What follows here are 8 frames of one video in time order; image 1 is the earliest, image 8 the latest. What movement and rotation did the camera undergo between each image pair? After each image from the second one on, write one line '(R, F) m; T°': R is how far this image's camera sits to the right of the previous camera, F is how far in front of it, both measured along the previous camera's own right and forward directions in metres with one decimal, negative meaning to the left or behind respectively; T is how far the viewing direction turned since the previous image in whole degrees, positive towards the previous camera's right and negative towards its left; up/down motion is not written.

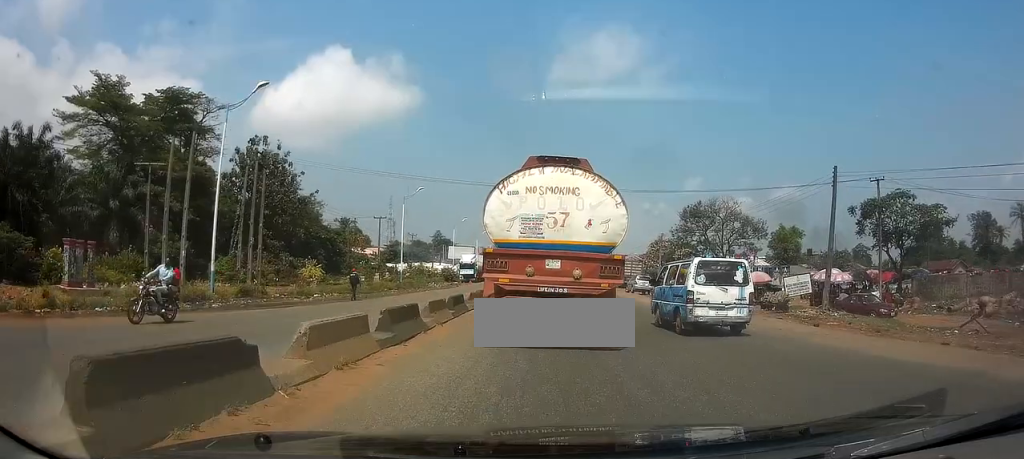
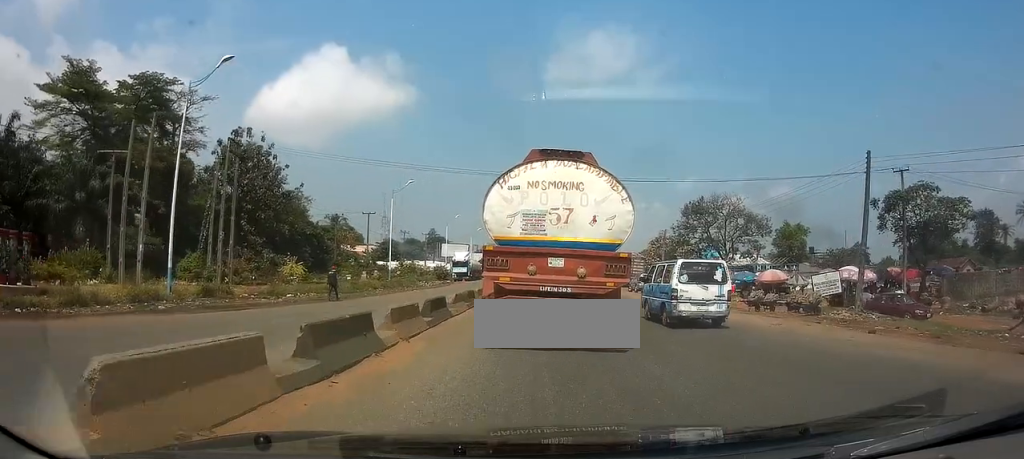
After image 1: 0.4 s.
(0.0, +3.8) m; 0°
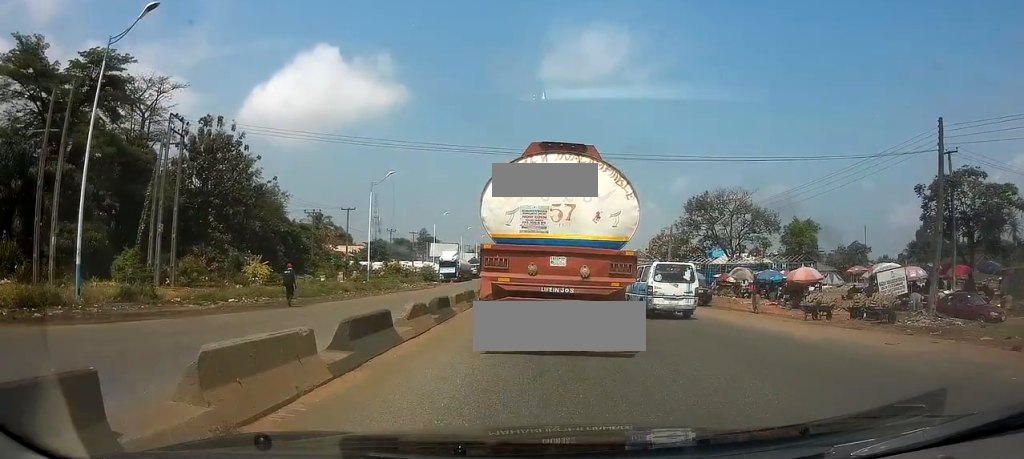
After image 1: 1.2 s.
(0.0, +6.0) m; +1°
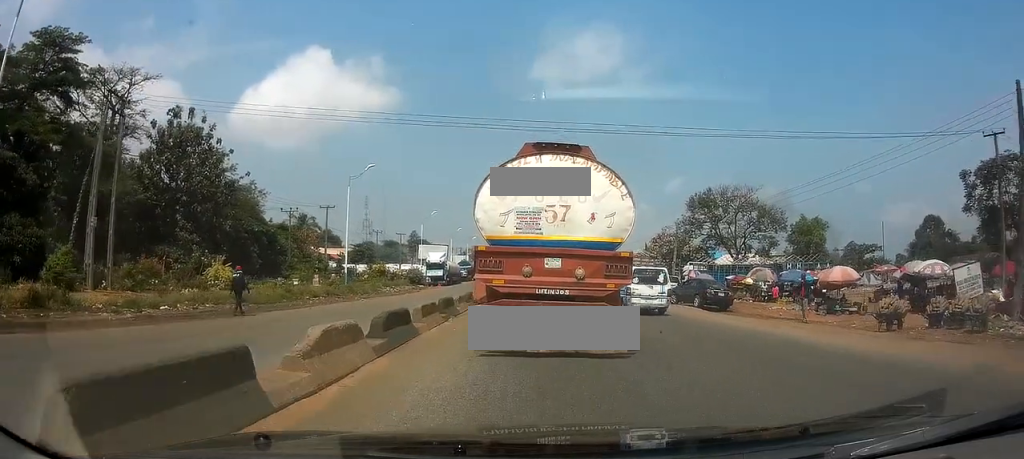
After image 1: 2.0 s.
(+0.1, +5.1) m; +1°
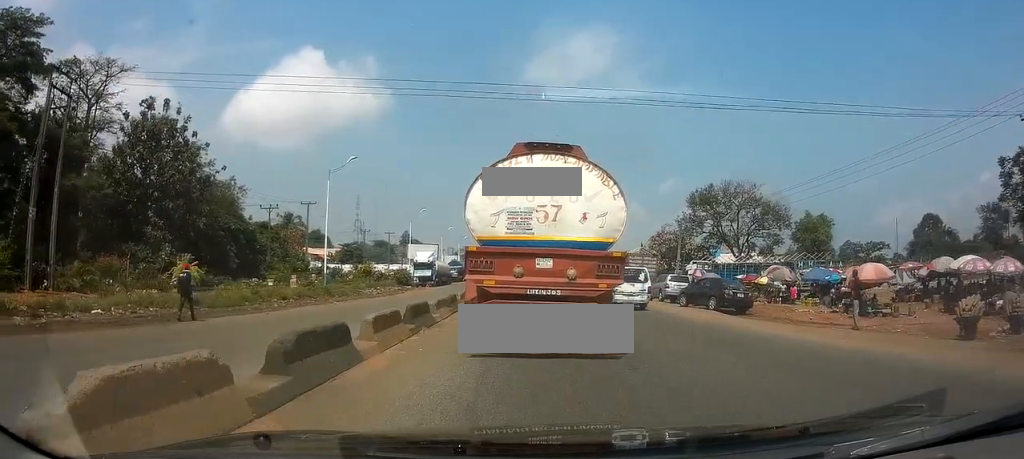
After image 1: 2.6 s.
(+0.1, +3.8) m; 0°
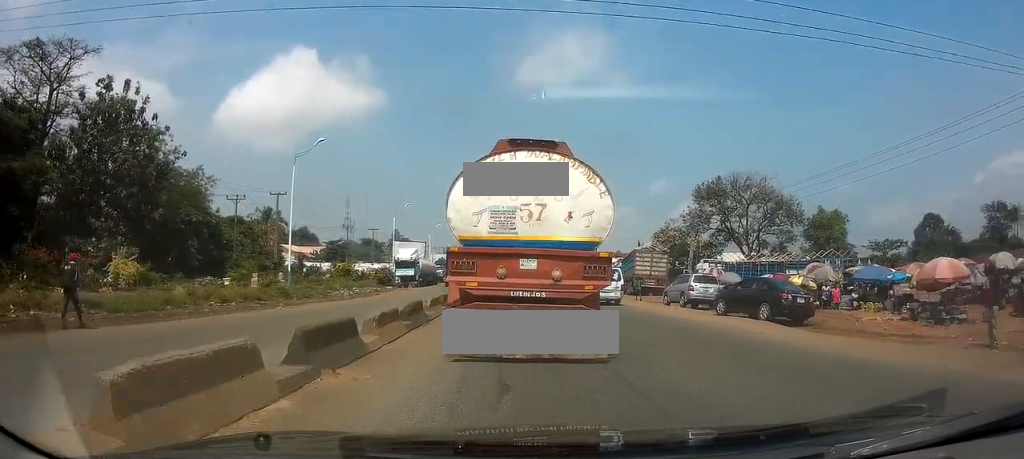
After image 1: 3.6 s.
(-0.1, +5.9) m; 0°
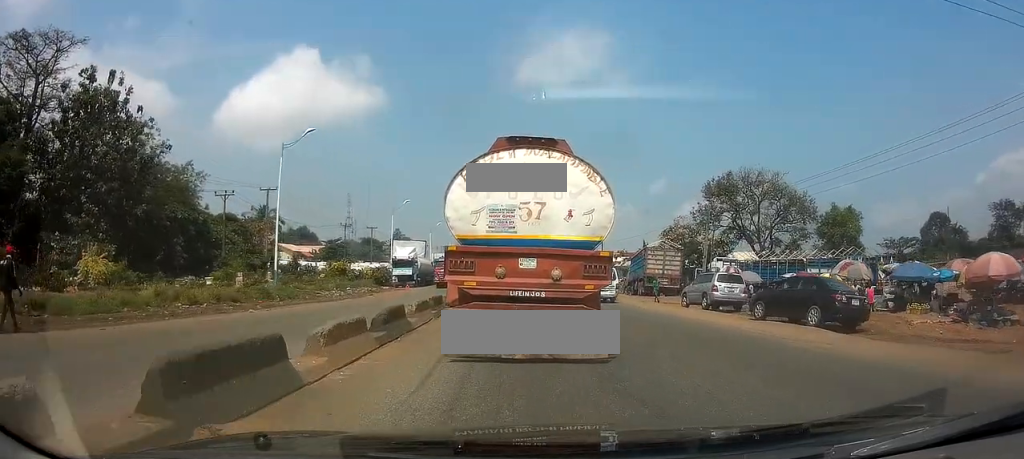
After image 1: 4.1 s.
(0.0, +2.9) m; 0°
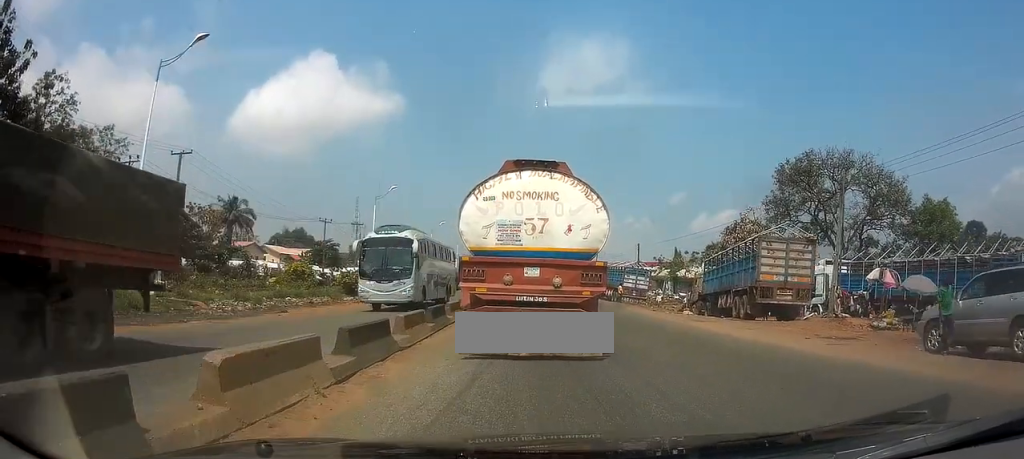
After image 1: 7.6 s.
(+0.1, +16.8) m; -1°
